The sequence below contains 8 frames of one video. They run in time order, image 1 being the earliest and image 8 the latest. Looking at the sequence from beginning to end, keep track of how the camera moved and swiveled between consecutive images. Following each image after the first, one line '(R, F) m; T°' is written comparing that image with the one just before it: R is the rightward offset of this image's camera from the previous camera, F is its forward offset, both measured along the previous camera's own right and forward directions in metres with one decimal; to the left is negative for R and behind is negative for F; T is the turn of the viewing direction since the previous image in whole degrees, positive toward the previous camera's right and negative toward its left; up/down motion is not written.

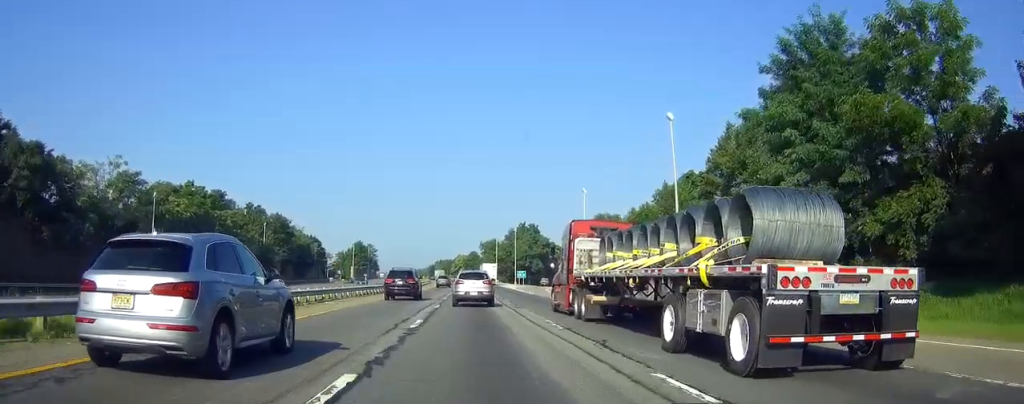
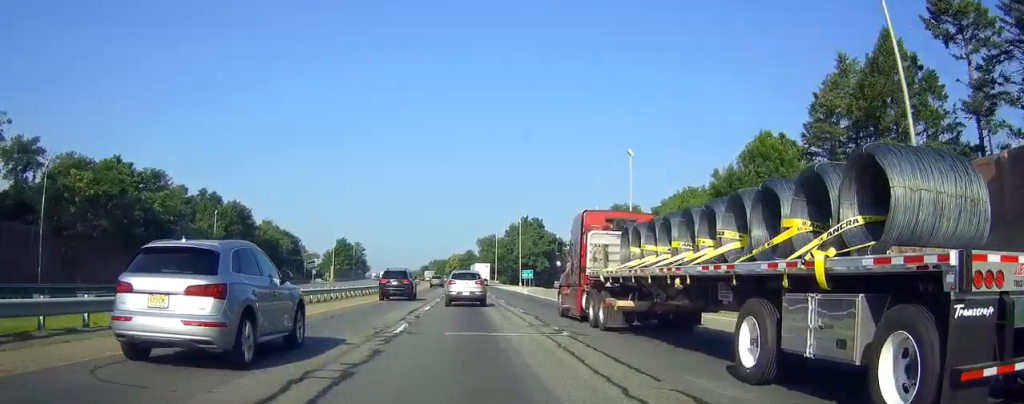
(0.0, +26.3) m; 0°
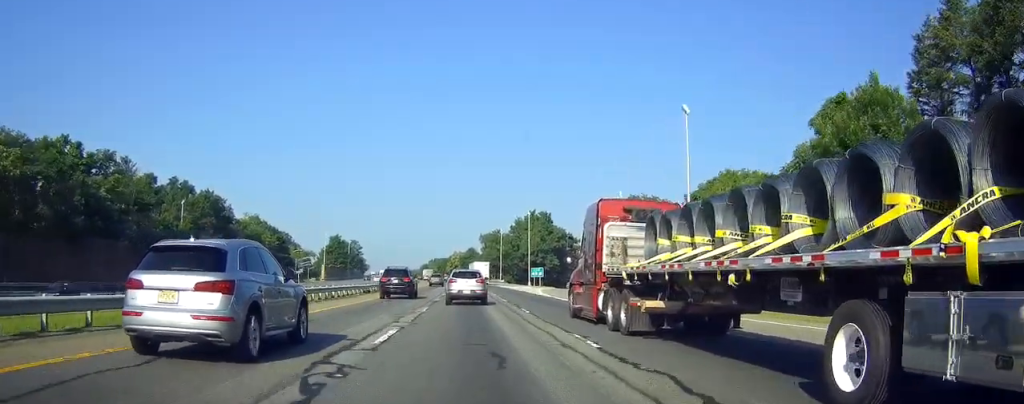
(0.0, +14.8) m; 0°
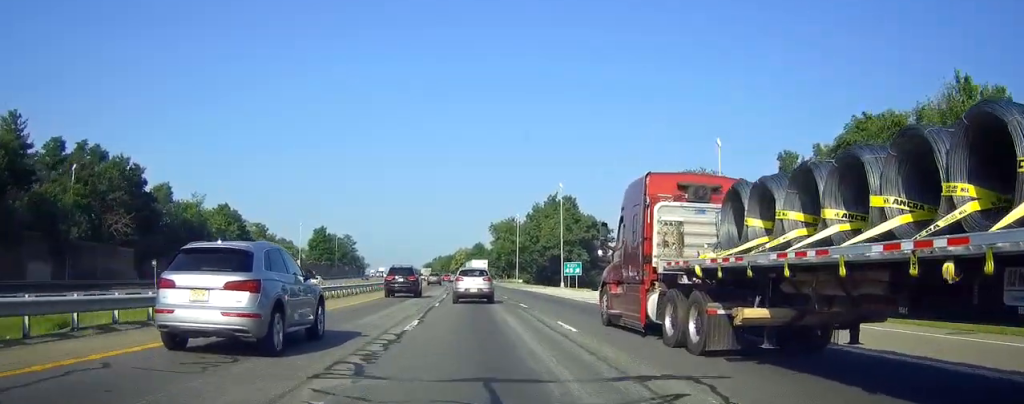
(0.0, +33.5) m; 0°
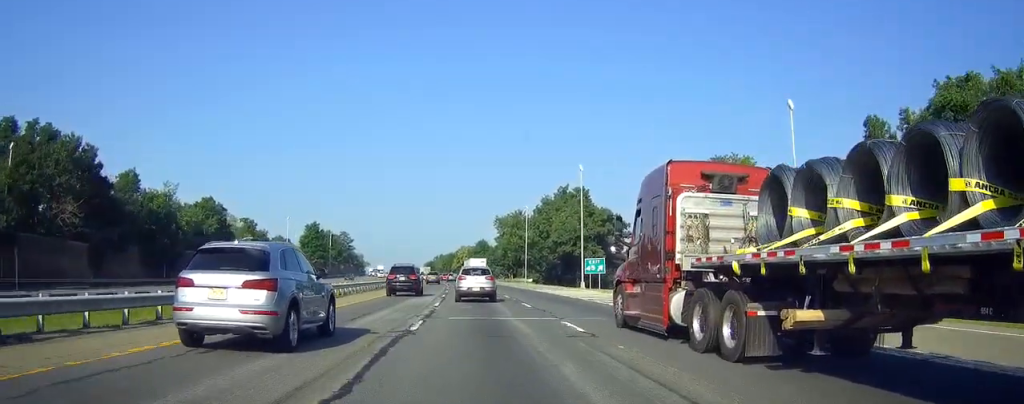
(-0.1, +13.3) m; 0°
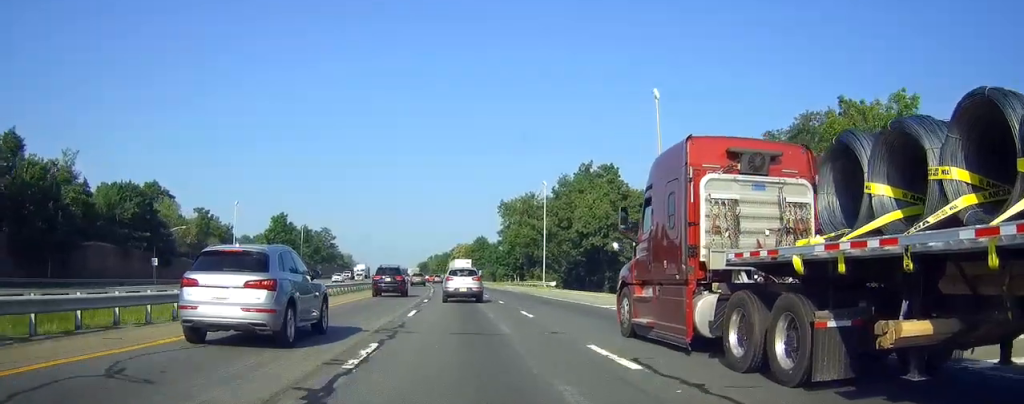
(0.0, +31.4) m; 0°
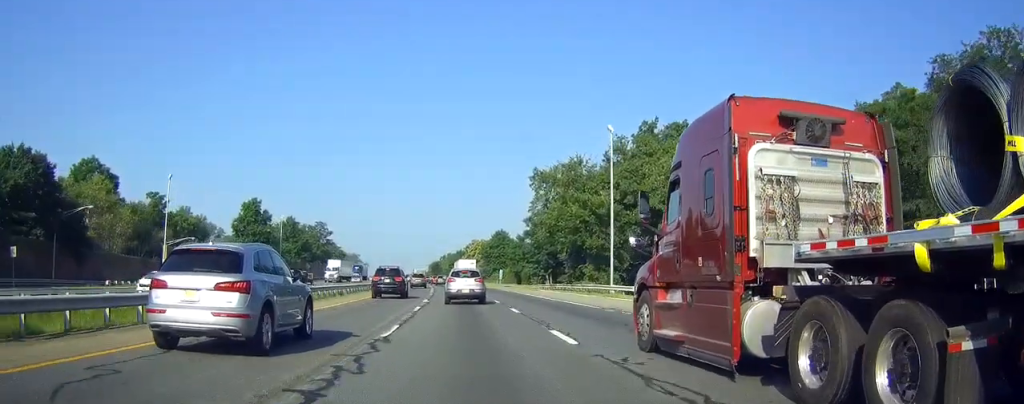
(-0.4, +31.4) m; -1°
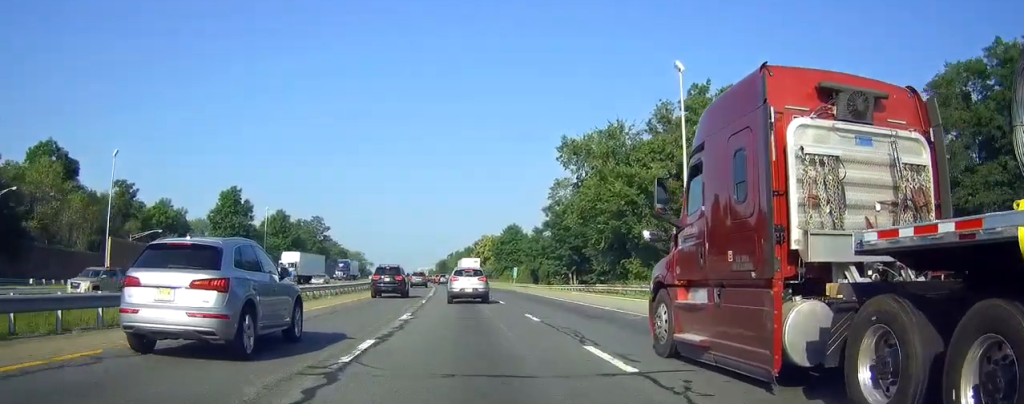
(-0.1, +16.1) m; -1°
